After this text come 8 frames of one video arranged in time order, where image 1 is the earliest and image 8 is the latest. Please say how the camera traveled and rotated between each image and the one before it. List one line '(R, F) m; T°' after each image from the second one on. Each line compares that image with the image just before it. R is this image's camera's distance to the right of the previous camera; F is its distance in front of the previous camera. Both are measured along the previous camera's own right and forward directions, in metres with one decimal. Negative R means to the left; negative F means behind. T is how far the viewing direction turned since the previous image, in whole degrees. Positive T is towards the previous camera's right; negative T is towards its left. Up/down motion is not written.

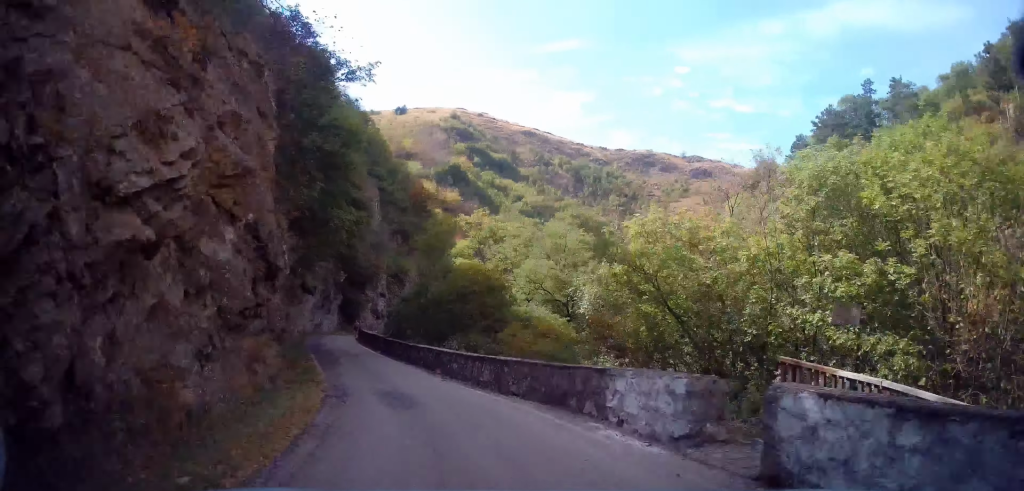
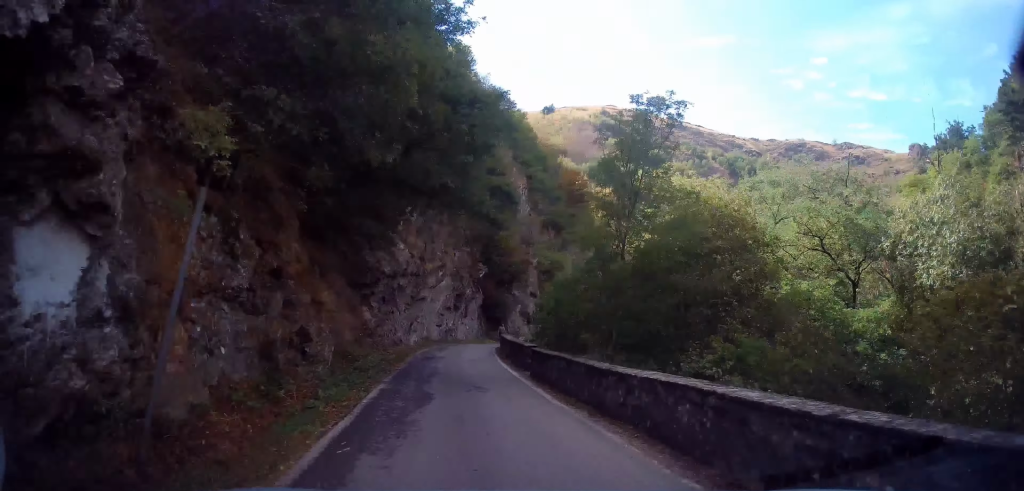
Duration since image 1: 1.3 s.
(-1.4, +12.0) m; -10°
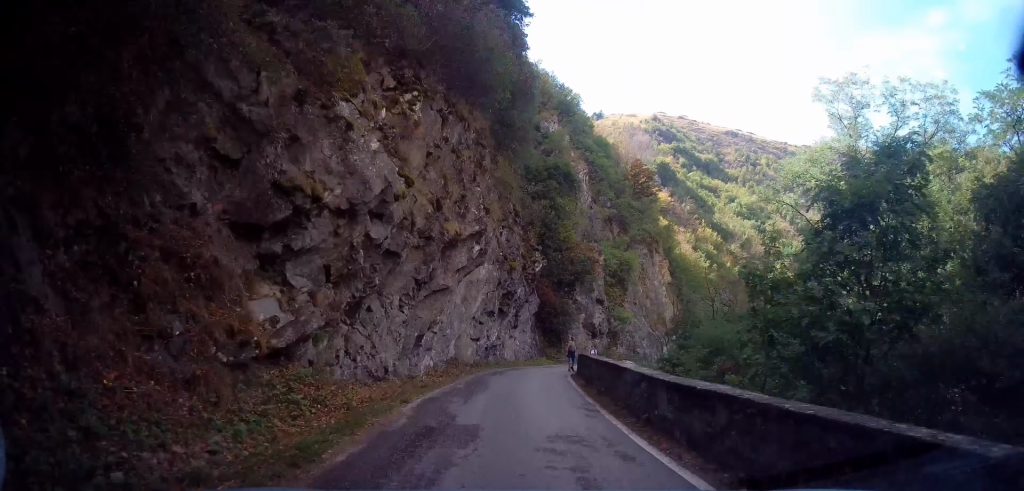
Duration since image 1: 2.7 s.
(-0.5, +13.4) m; -5°
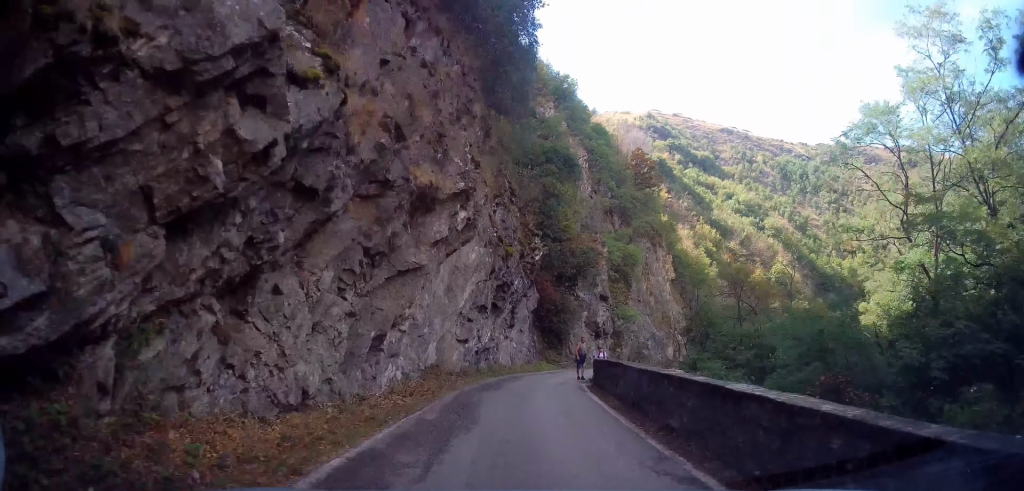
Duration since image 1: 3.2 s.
(-0.2, +5.1) m; -2°
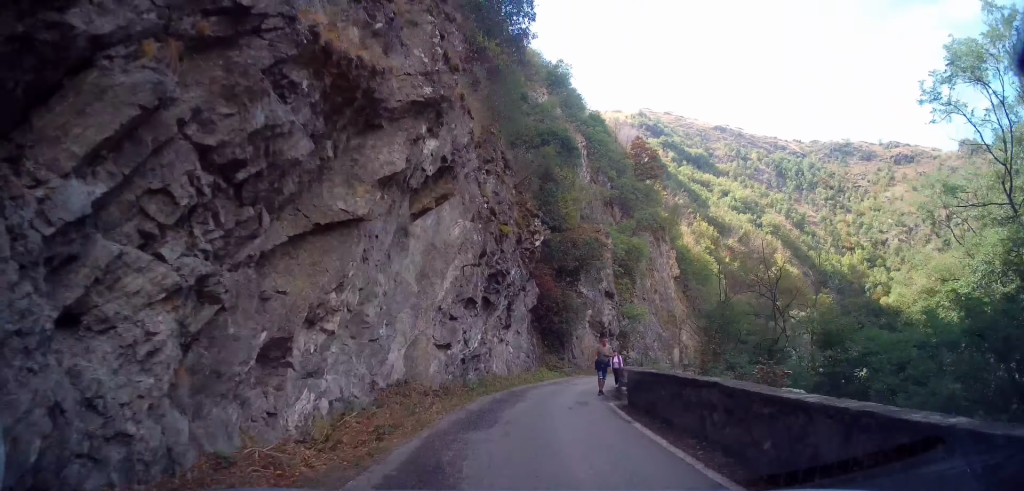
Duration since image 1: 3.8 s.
(-0.1, +5.1) m; +1°
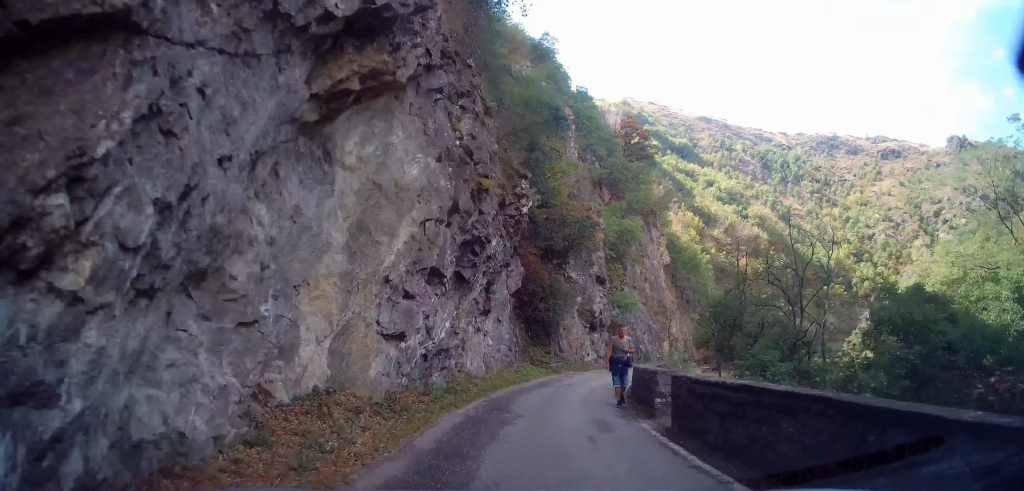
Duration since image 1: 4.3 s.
(-0.1, +4.7) m; +2°
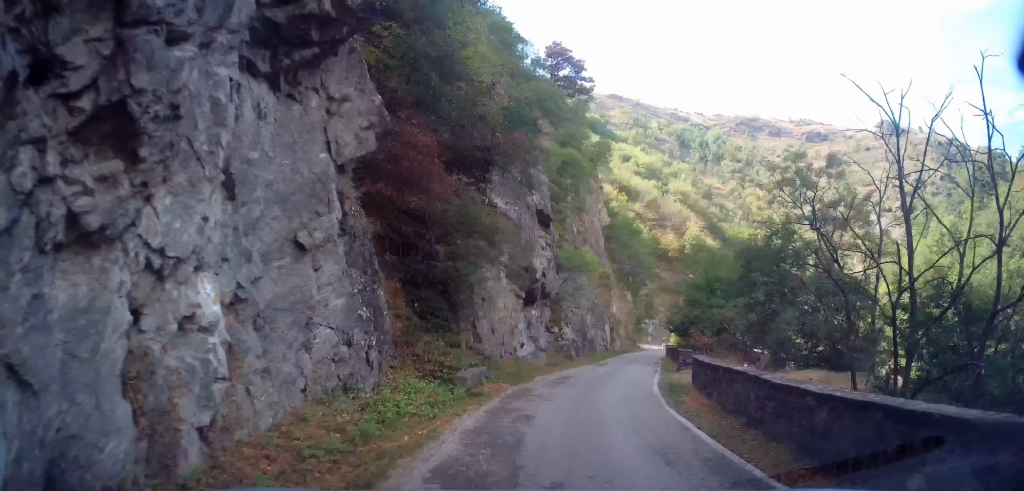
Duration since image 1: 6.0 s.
(+1.8, +15.9) m; +15°
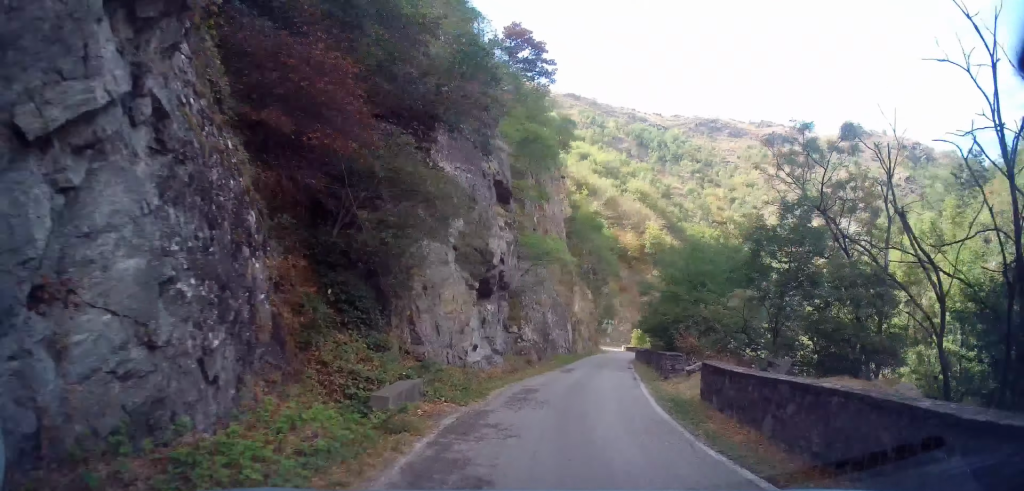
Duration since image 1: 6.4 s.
(-0.1, +3.8) m; +5°
